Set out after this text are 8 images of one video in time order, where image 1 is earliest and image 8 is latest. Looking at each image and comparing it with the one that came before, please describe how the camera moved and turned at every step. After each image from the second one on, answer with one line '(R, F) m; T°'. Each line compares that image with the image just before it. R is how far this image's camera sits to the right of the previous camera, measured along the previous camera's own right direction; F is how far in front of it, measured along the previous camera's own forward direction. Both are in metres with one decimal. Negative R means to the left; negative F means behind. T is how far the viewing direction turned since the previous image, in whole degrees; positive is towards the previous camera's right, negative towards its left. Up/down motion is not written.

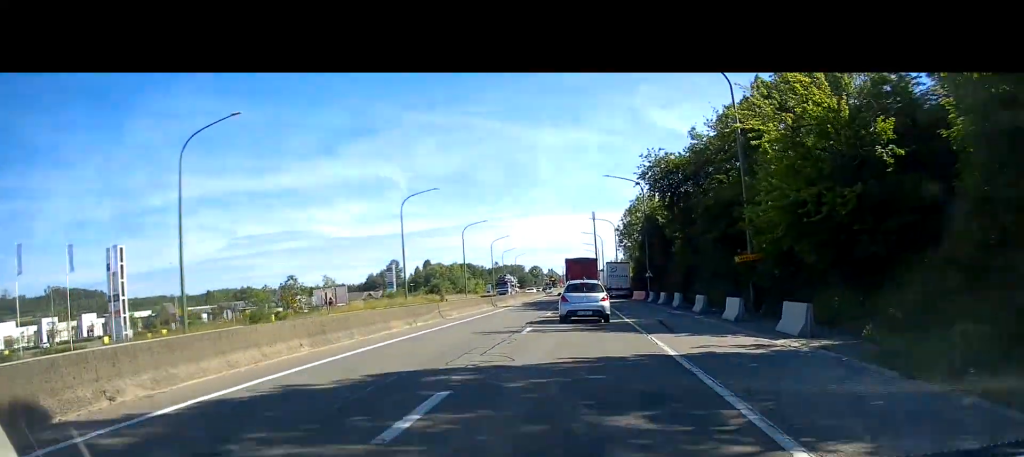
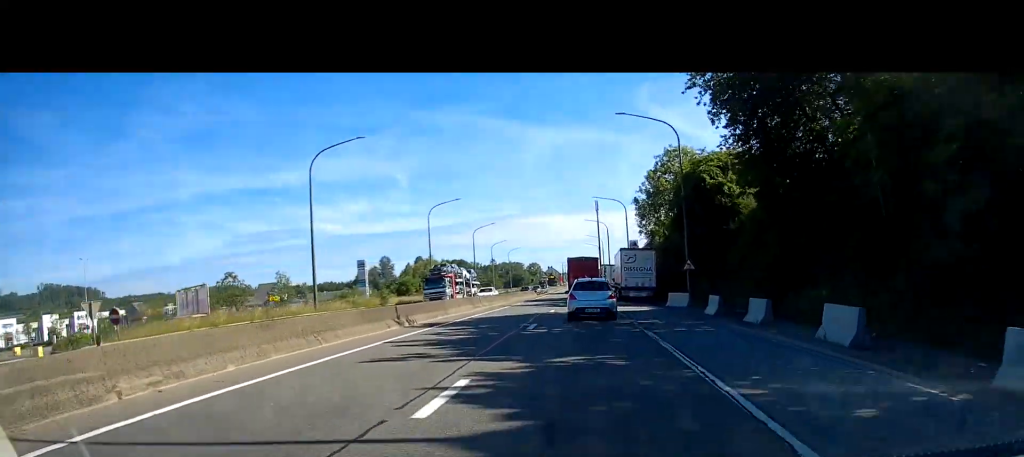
(-0.1, +24.6) m; 0°
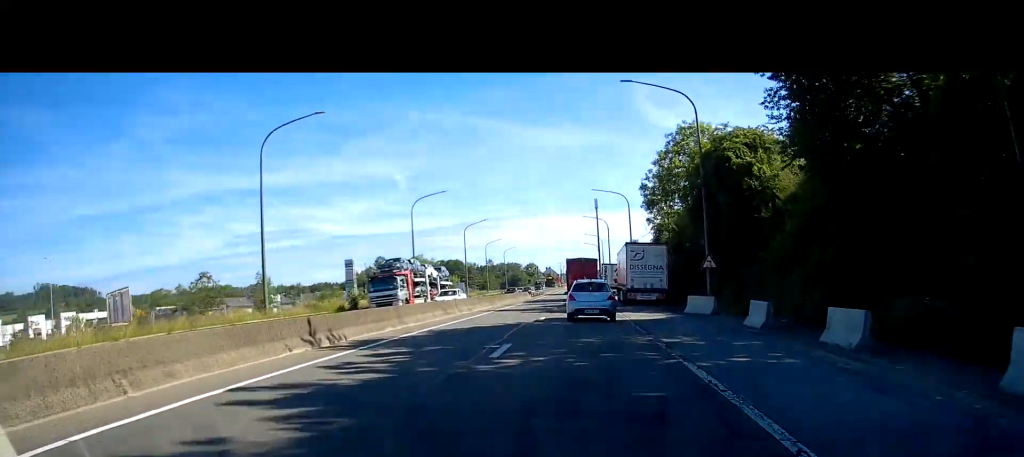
(0.0, +7.4) m; 0°
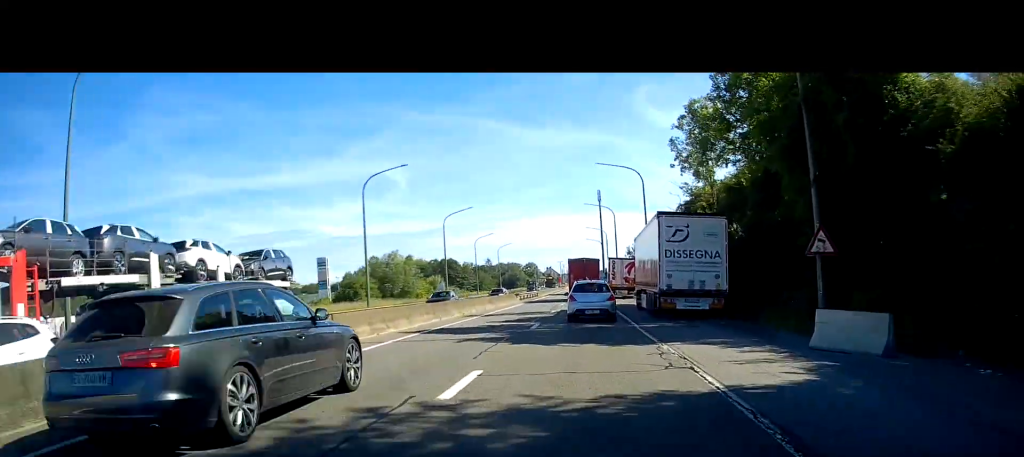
(-0.1, +16.9) m; 0°
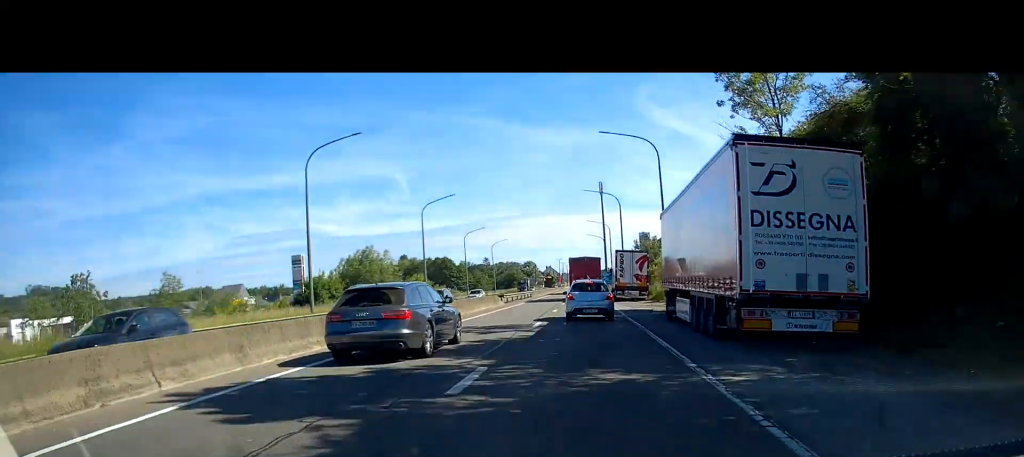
(0.0, +12.2) m; -1°
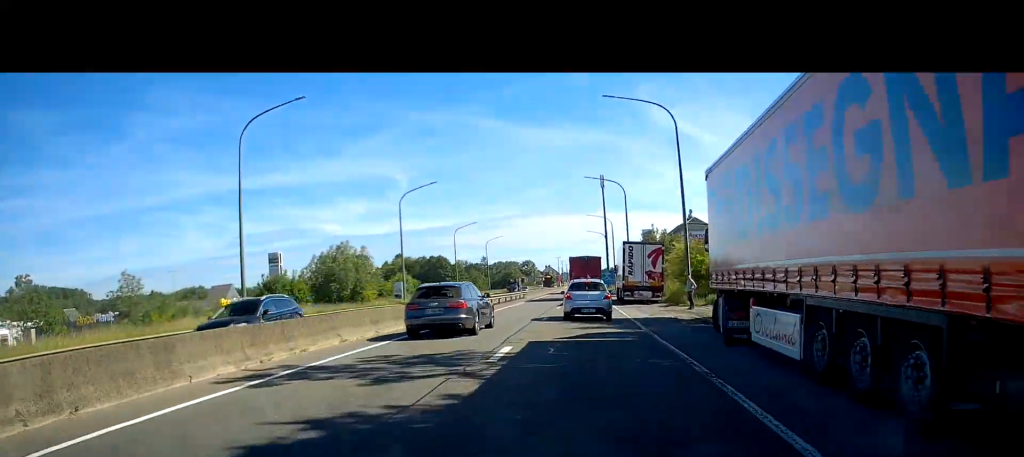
(0.0, +9.3) m; 0°
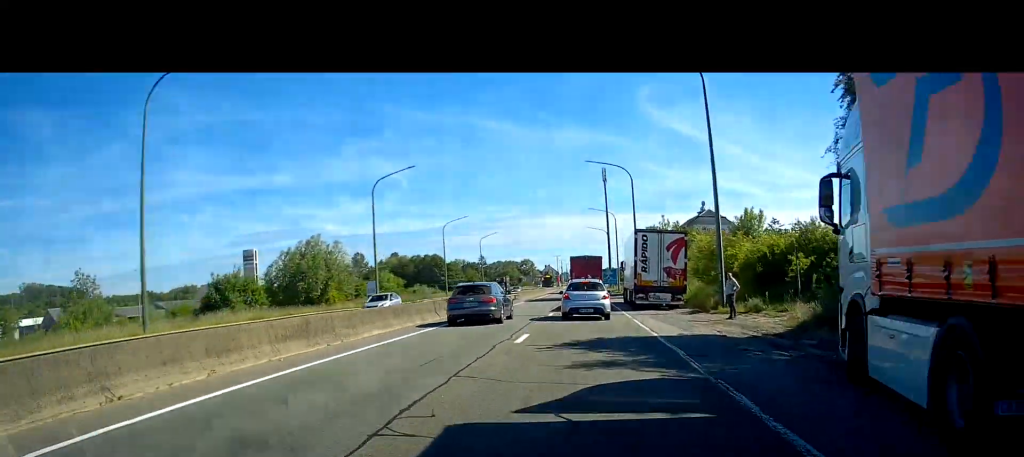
(-0.1, +8.6) m; 0°
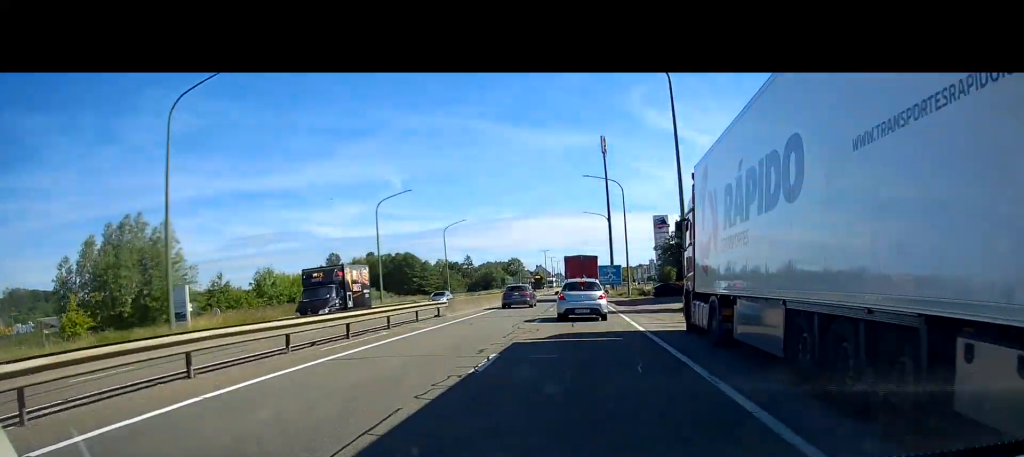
(+0.7, +29.9) m; +2°
